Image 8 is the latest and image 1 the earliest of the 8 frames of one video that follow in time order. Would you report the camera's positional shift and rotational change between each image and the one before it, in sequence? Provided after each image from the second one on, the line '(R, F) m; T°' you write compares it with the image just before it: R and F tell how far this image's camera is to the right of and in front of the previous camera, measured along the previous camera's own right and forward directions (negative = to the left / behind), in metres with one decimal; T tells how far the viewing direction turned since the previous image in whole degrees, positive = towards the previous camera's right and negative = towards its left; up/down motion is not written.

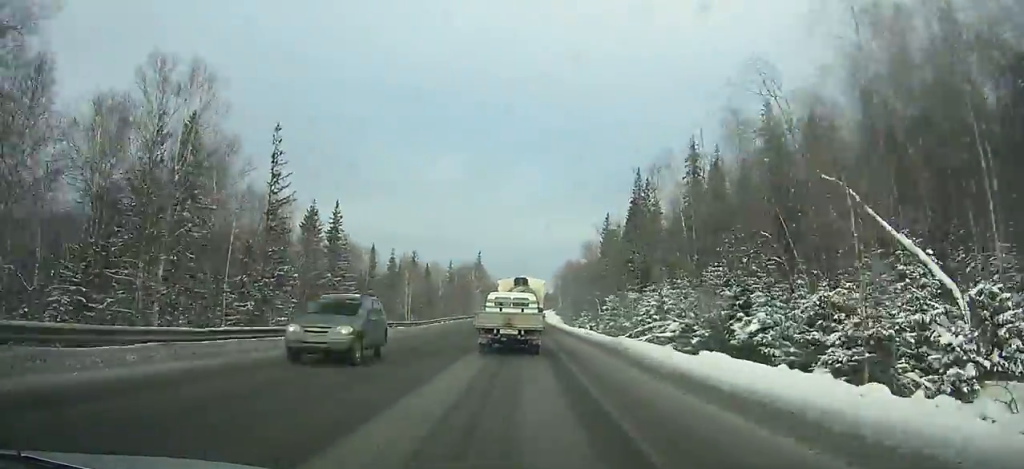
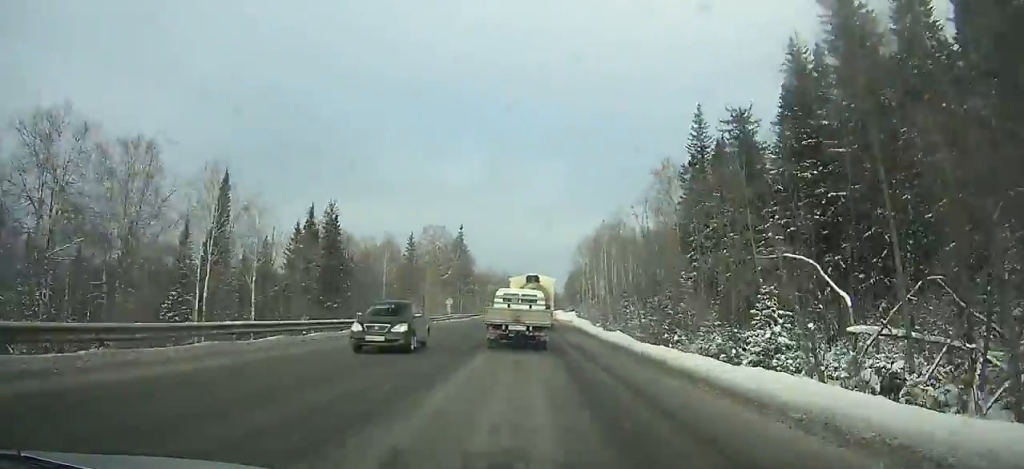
(-0.3, +72.8) m; 0°
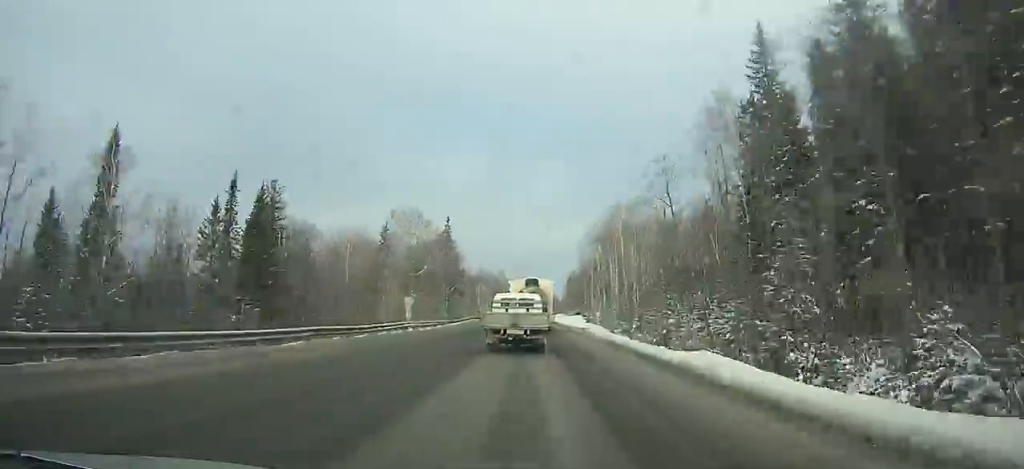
(+0.1, +21.2) m; 0°
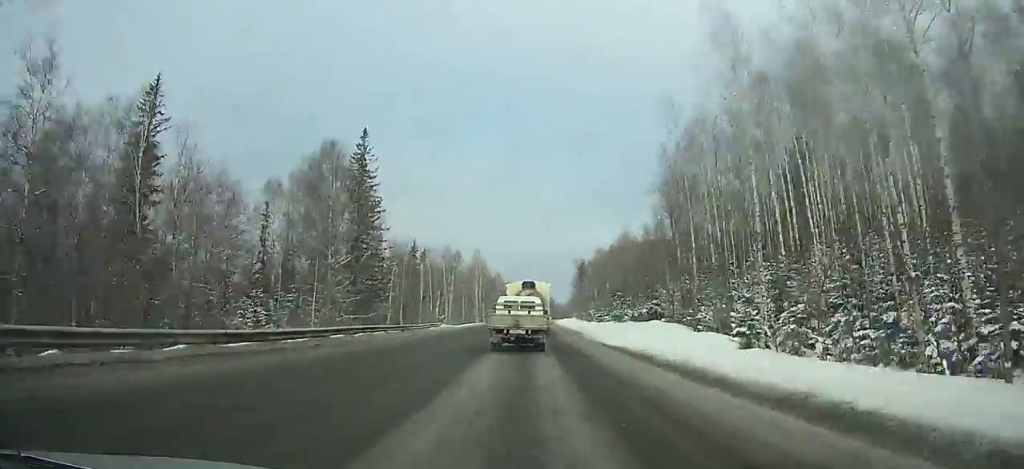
(+0.2, +72.2) m; +1°
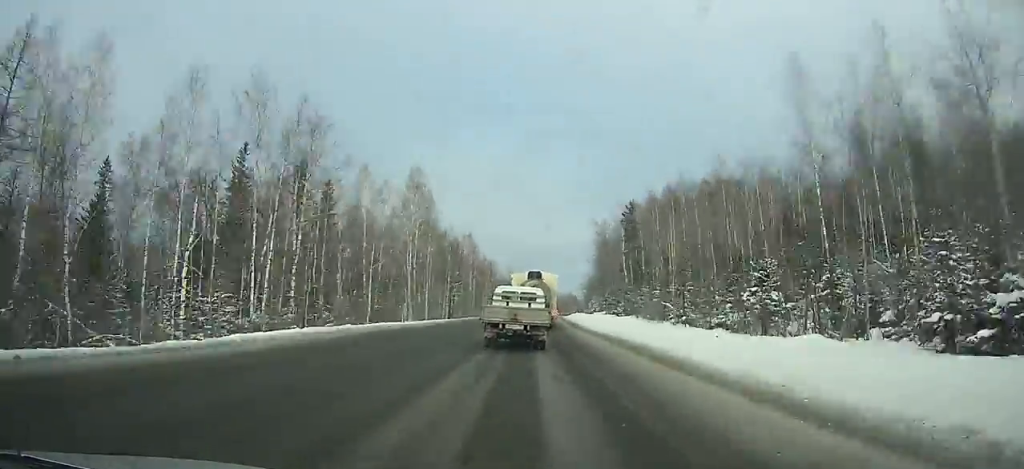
(+0.8, +69.5) m; +2°
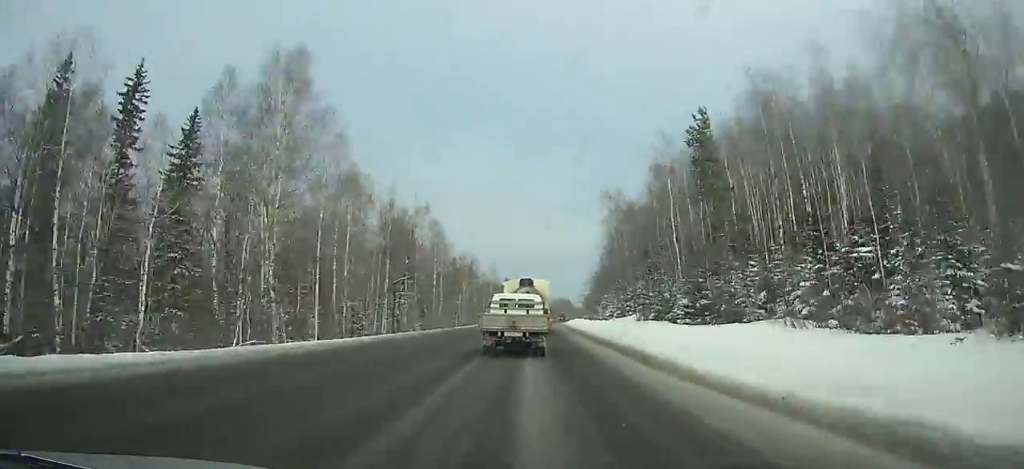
(+0.3, +34.0) m; +1°
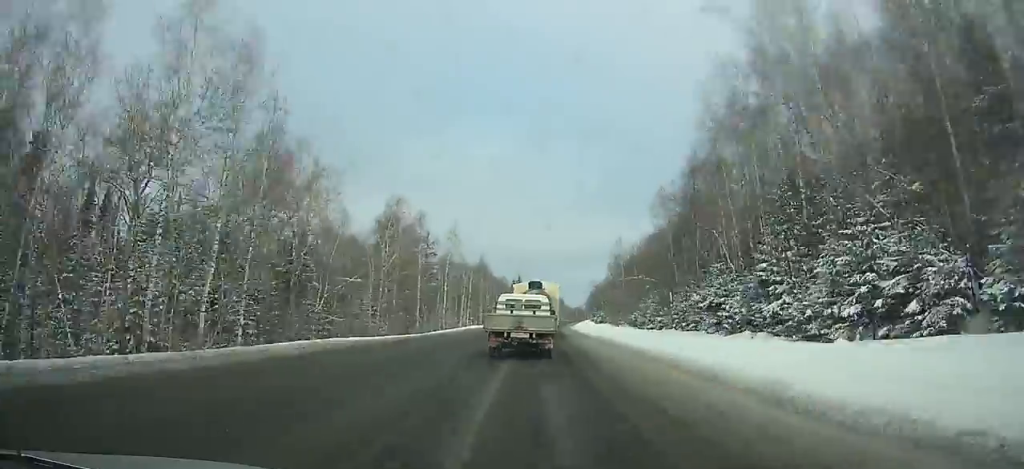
(+0.9, +61.8) m; +1°
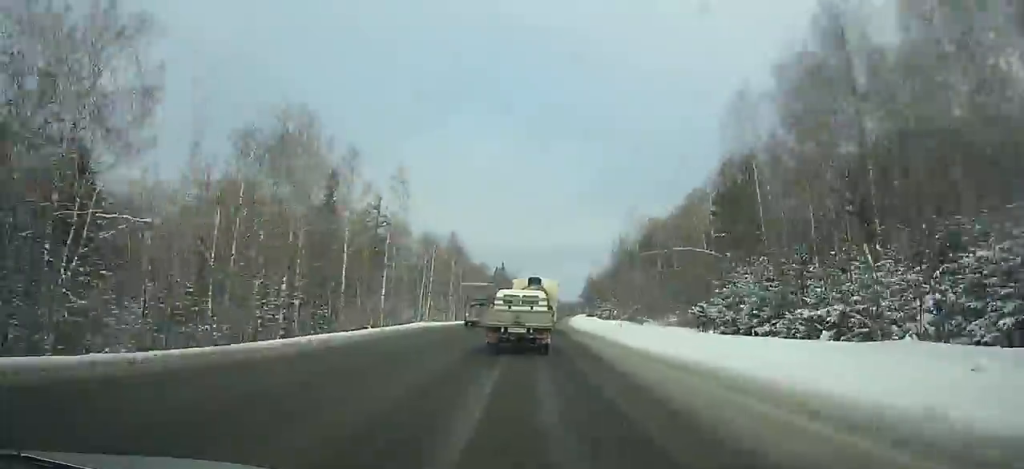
(0.0, +29.6) m; +1°
